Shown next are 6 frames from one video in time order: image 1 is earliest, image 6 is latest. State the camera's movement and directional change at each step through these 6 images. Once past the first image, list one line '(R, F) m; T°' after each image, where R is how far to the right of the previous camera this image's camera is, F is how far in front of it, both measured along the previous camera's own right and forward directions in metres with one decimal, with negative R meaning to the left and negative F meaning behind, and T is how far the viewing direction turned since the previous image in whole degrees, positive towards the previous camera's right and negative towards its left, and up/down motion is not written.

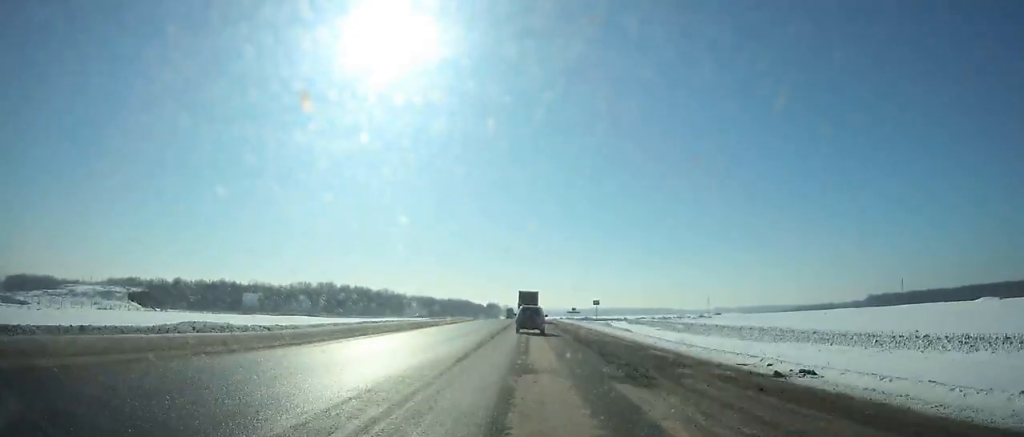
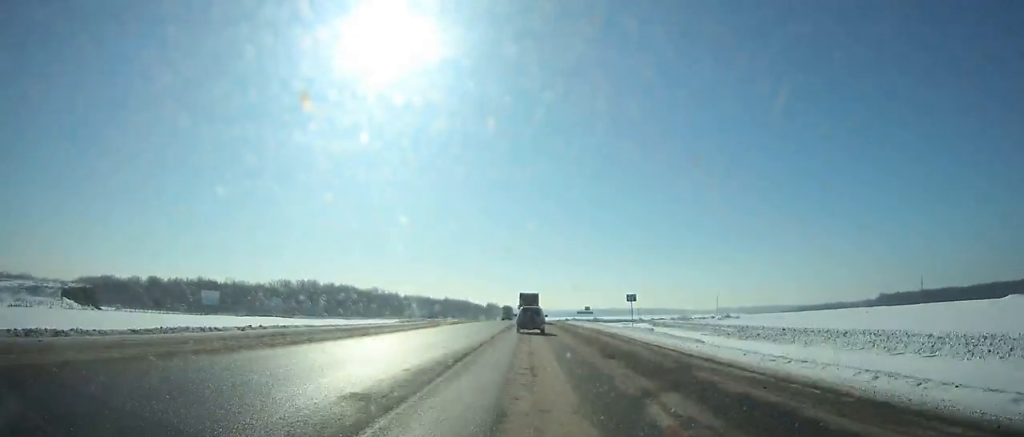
(0.0, +27.4) m; 0°
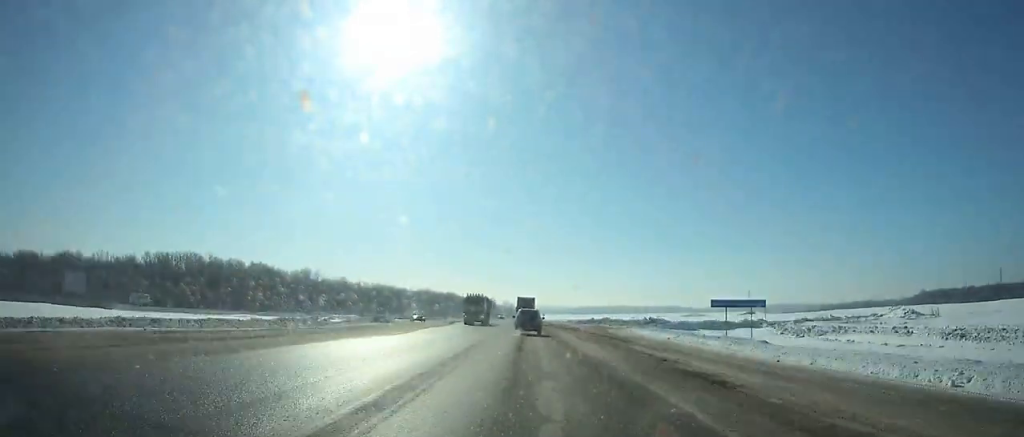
(-0.2, +97.1) m; -1°
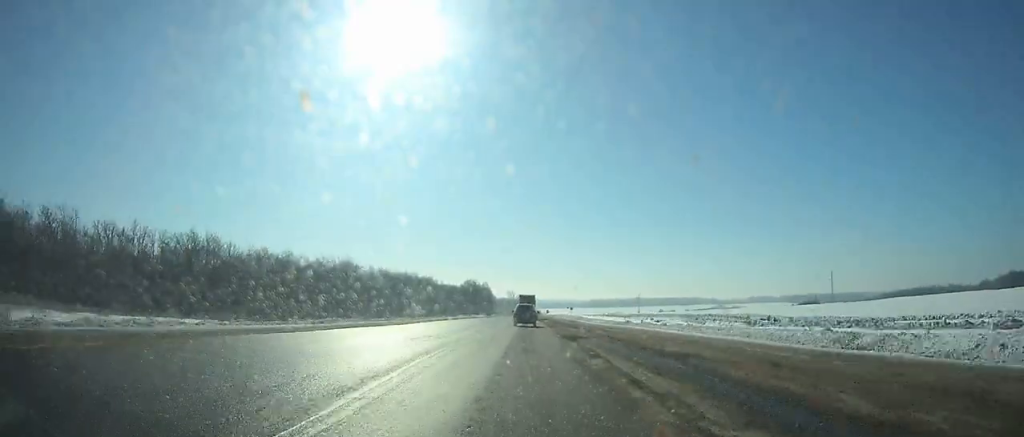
(-1.0, +151.8) m; 0°
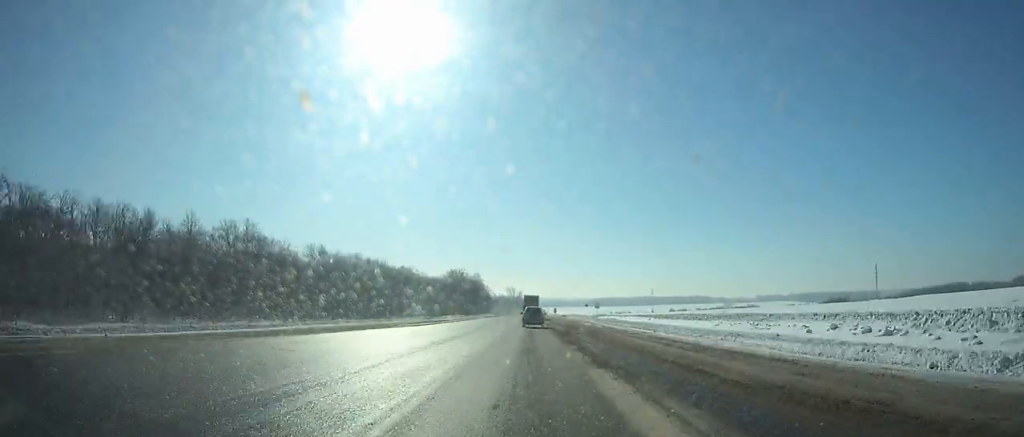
(+0.1, +59.7) m; 0°
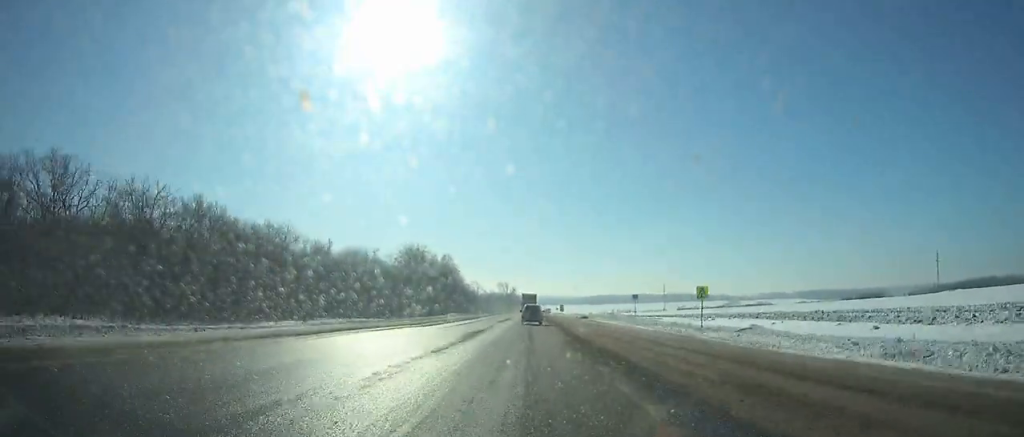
(+0.1, +71.0) m; 0°
